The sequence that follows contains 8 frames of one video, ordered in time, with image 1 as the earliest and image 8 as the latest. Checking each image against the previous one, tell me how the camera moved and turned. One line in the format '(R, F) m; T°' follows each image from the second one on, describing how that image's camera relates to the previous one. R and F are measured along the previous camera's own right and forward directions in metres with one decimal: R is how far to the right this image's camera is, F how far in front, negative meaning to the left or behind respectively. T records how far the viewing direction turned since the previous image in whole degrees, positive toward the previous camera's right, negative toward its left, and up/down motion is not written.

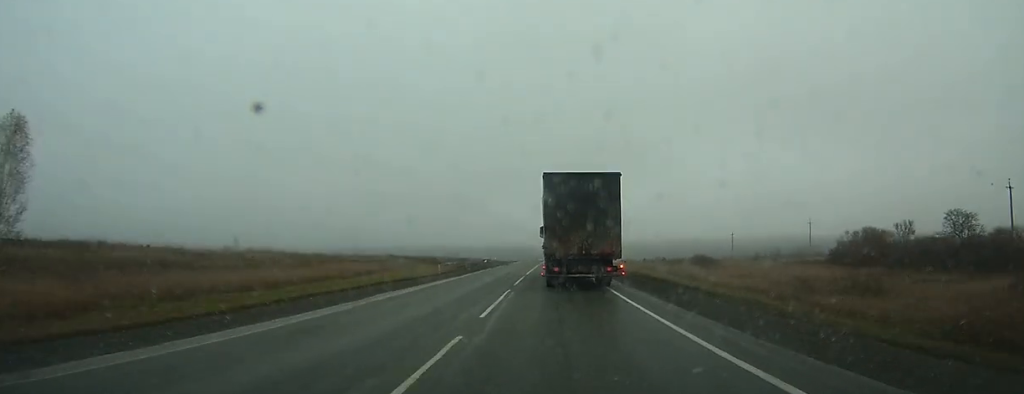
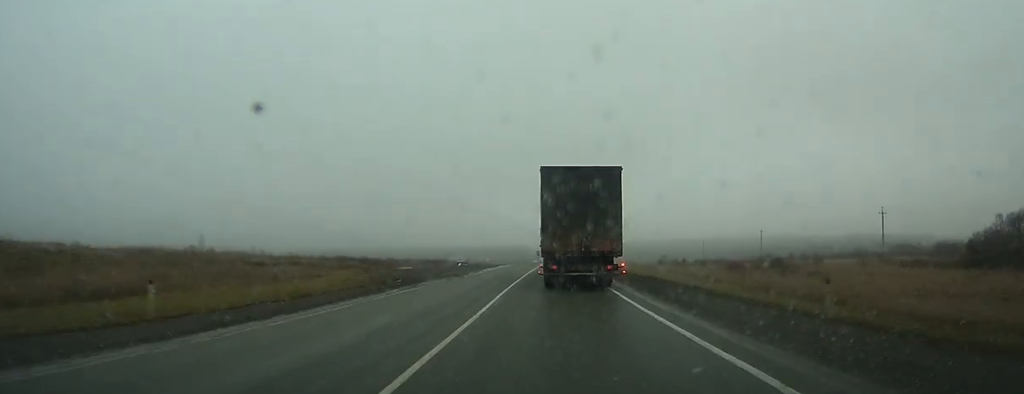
(+0.2, +33.0) m; +1°
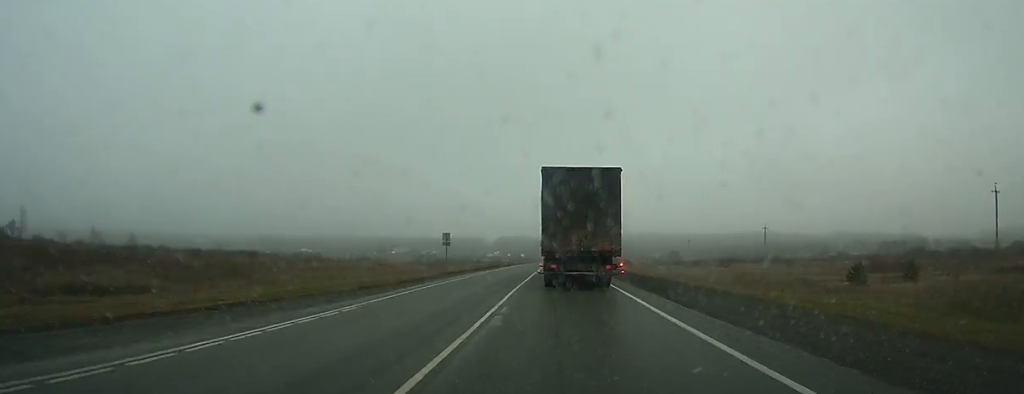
(+2.3, +108.1) m; +3°
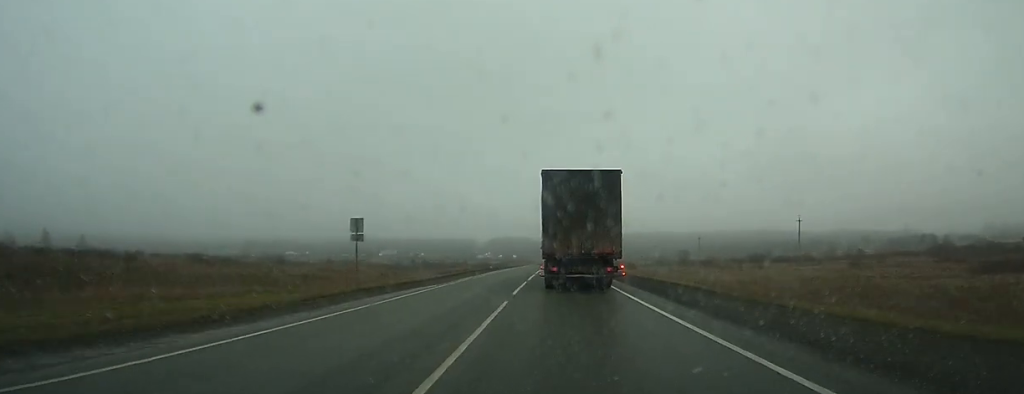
(+0.3, +24.1) m; +1°
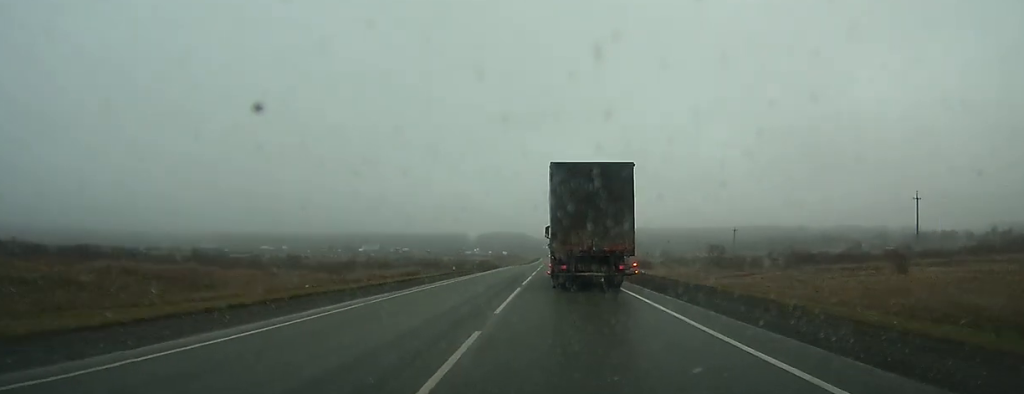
(+0.6, +42.3) m; +1°
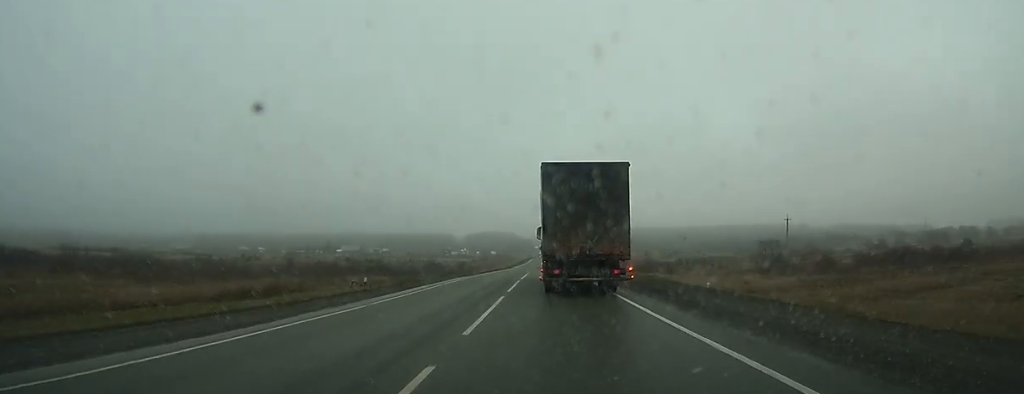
(+0.1, +37.9) m; 0°
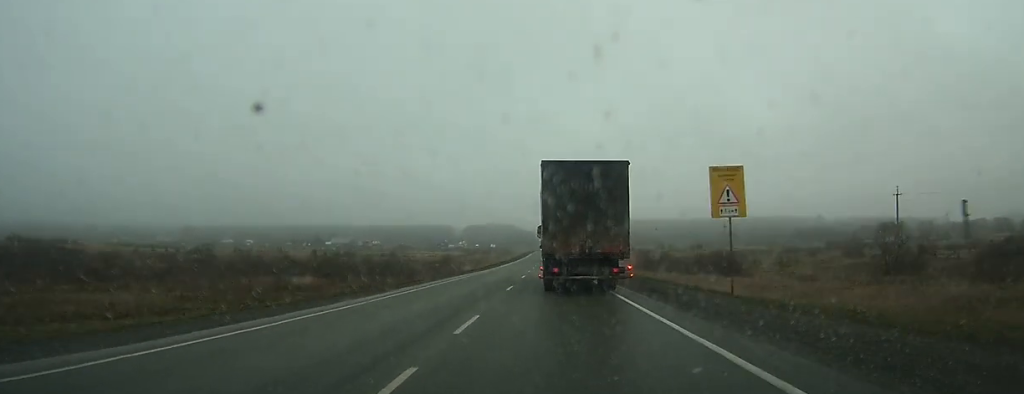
(0.0, +36.3) m; 0°
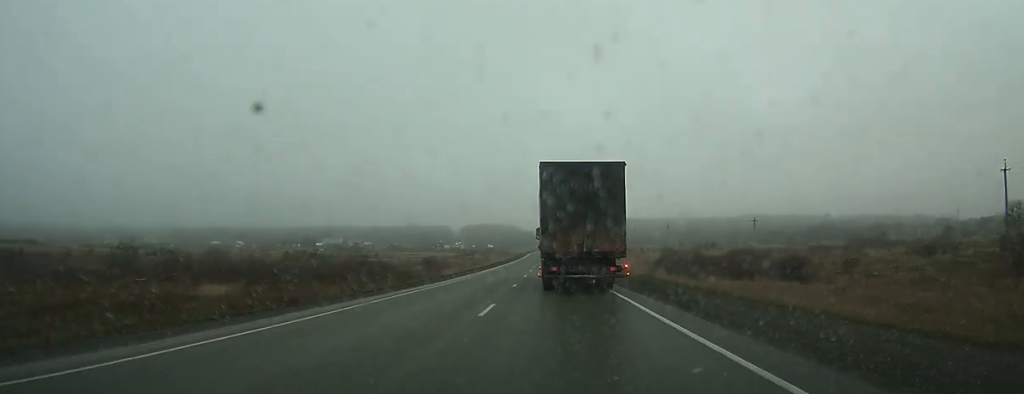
(0.0, +21.1) m; 0°
